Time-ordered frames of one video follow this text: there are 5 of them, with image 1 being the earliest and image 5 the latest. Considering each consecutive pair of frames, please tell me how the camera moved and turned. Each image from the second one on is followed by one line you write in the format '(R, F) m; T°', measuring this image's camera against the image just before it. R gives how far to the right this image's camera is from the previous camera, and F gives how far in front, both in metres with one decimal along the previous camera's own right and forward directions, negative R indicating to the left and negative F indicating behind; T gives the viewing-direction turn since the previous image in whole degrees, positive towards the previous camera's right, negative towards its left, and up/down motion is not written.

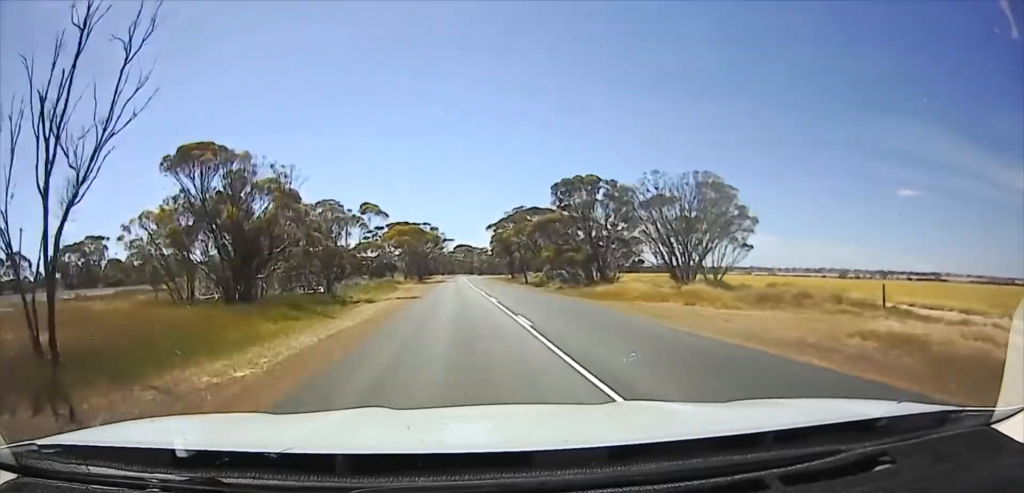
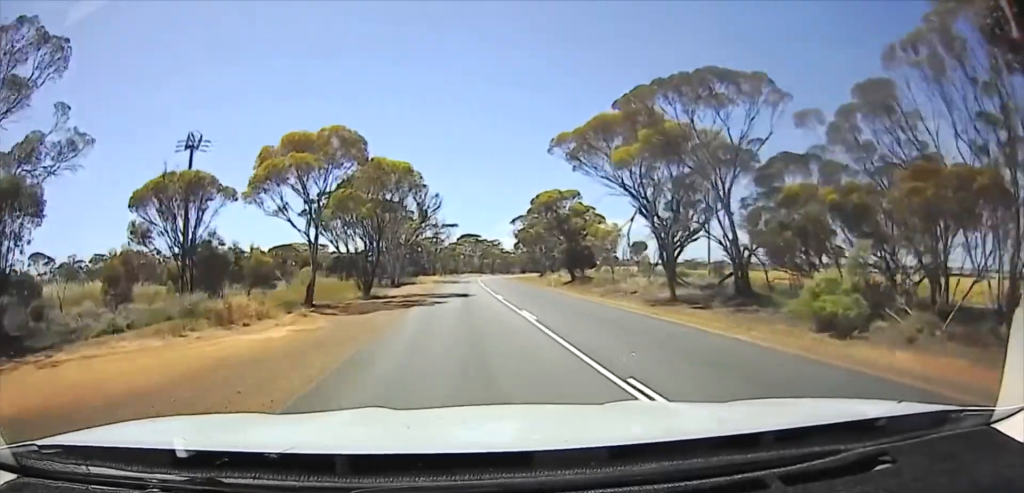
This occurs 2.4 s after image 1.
(+1.0, +66.4) m; +1°
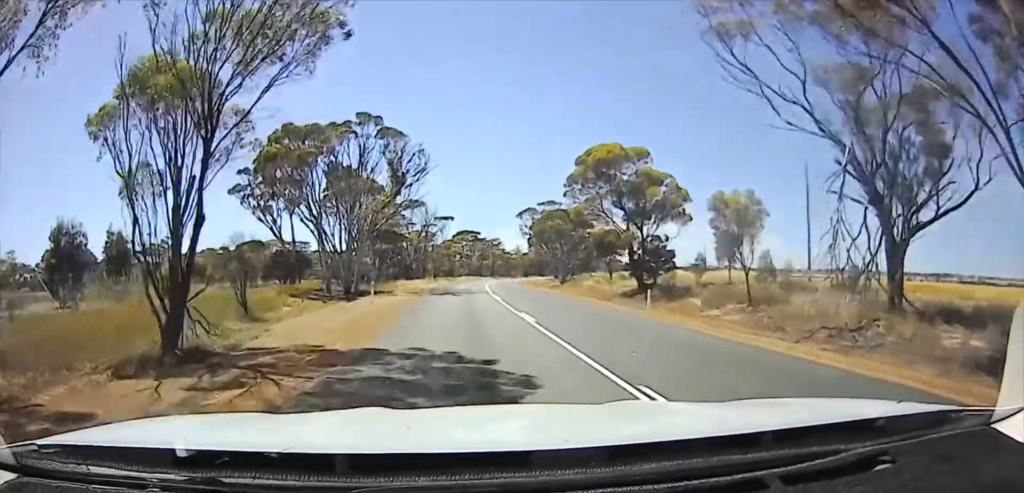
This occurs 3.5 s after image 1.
(+0.2, +28.2) m; +1°
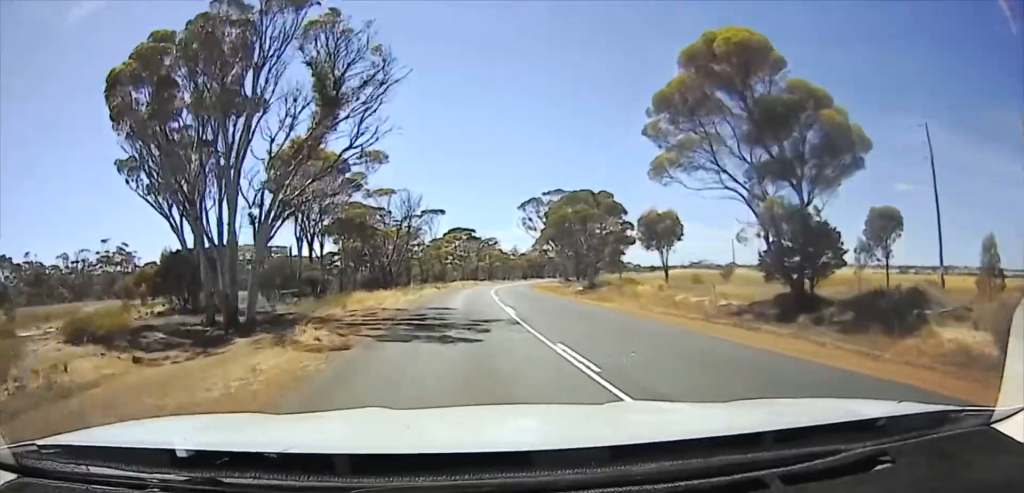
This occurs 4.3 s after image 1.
(+0.1, +22.7) m; -1°
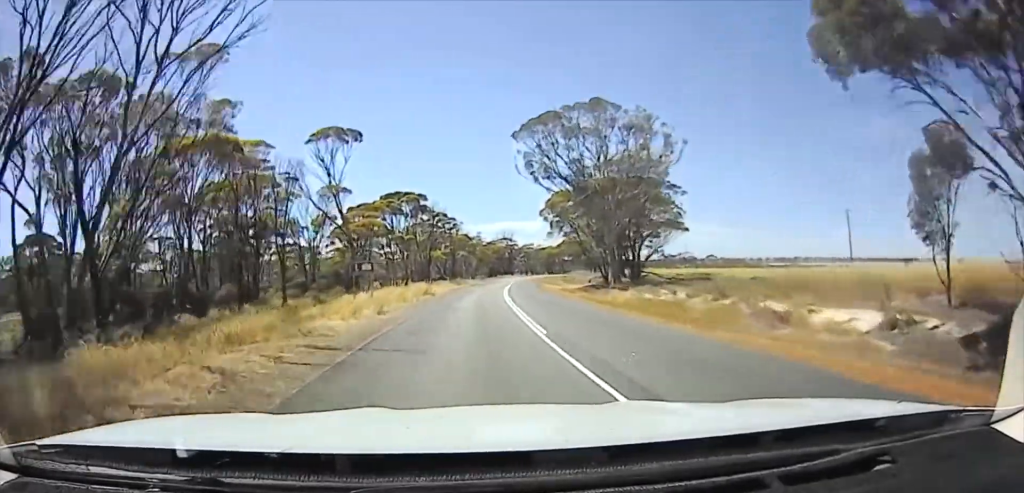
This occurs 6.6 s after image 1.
(-2.1, +73.9) m; -1°
